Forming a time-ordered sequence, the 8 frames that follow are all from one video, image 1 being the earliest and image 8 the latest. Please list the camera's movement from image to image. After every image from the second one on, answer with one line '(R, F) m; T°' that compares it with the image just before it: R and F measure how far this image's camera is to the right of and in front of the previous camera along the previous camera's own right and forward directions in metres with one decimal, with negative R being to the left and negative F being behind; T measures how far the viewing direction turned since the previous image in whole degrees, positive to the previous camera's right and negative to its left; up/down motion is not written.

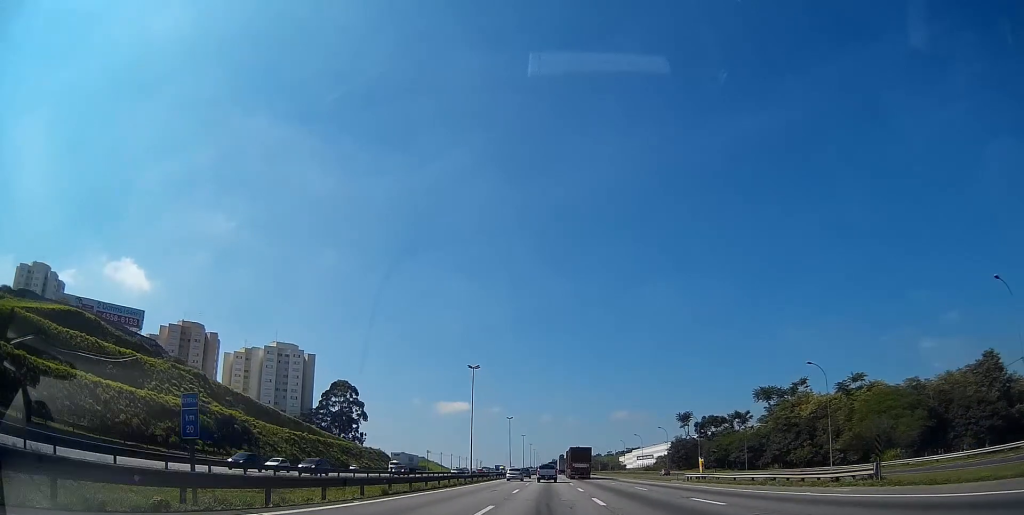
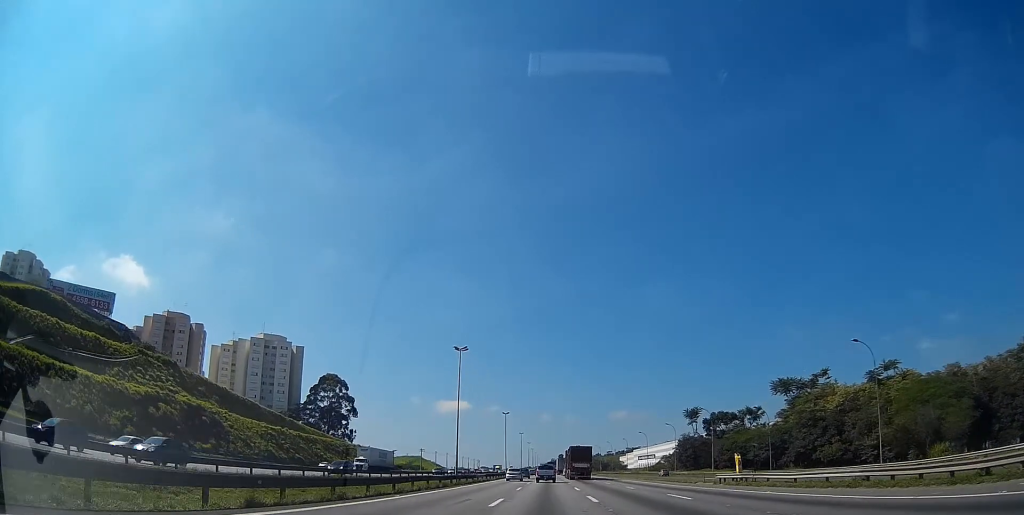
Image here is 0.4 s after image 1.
(+0.1, +11.1) m; 0°
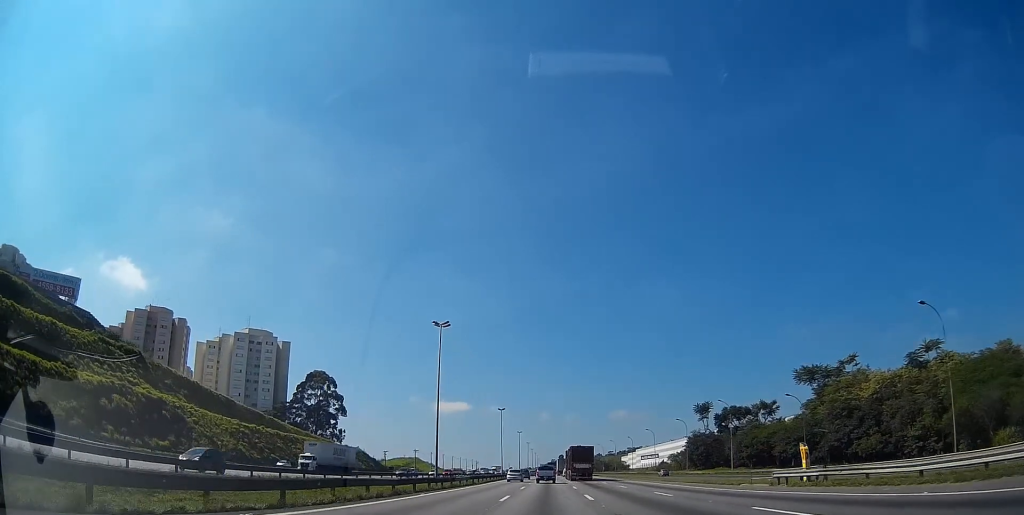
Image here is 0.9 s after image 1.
(0.0, +12.0) m; 0°
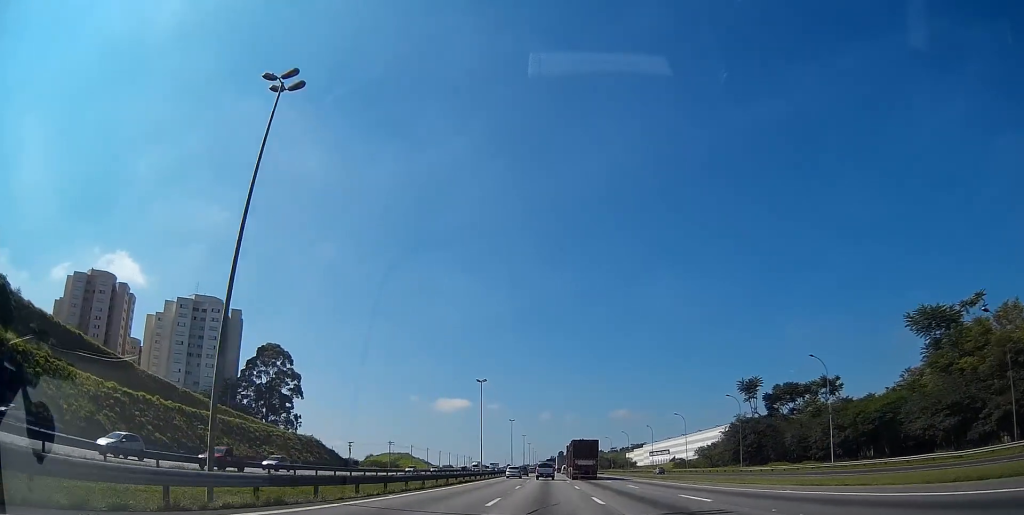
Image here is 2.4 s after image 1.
(+0.1, +37.7) m; 0°
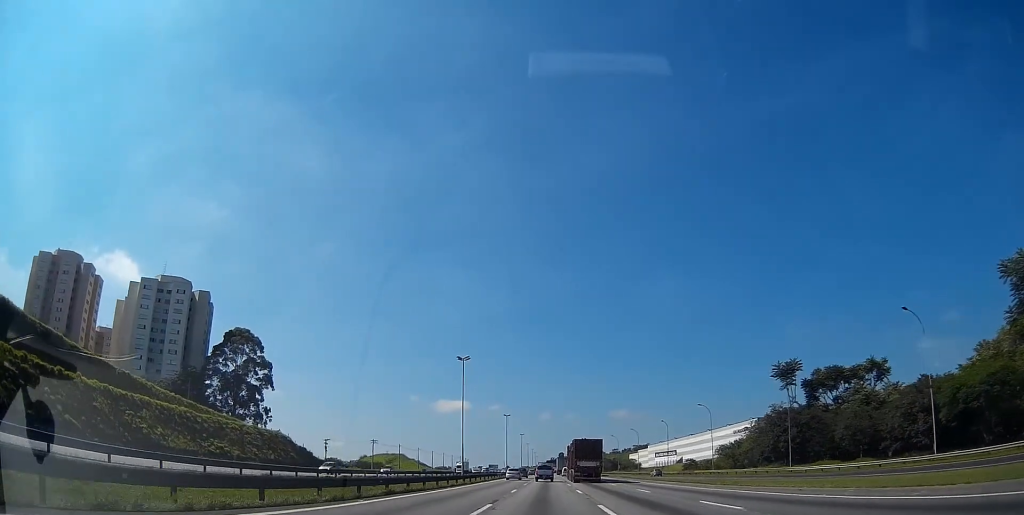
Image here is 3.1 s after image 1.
(-0.1, +19.7) m; 0°
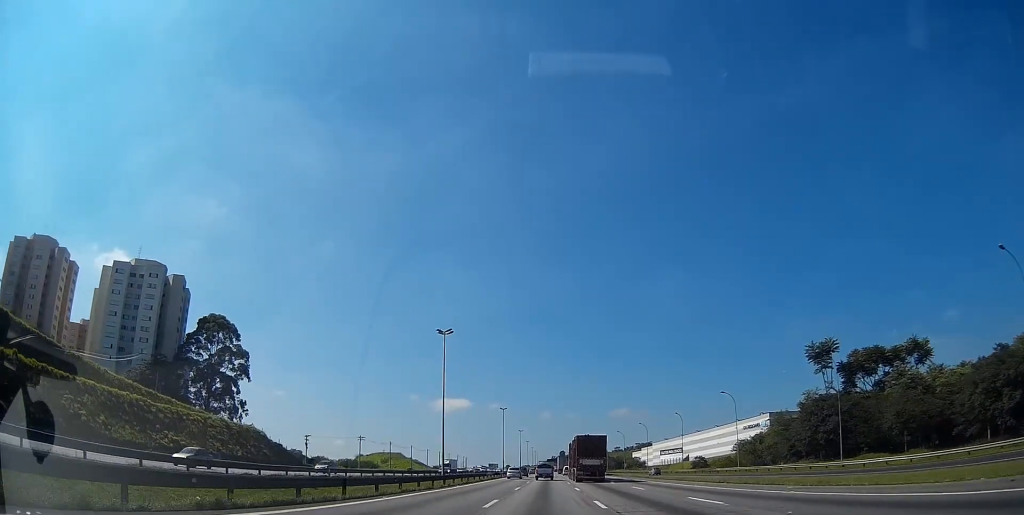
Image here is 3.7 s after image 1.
(-0.1, +13.7) m; 0°
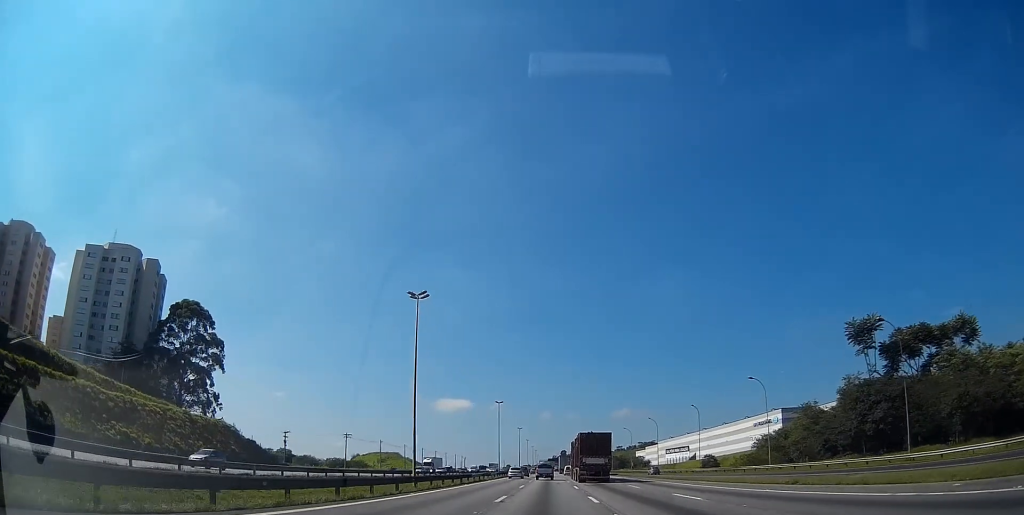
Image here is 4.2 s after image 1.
(0.0, +12.9) m; 0°
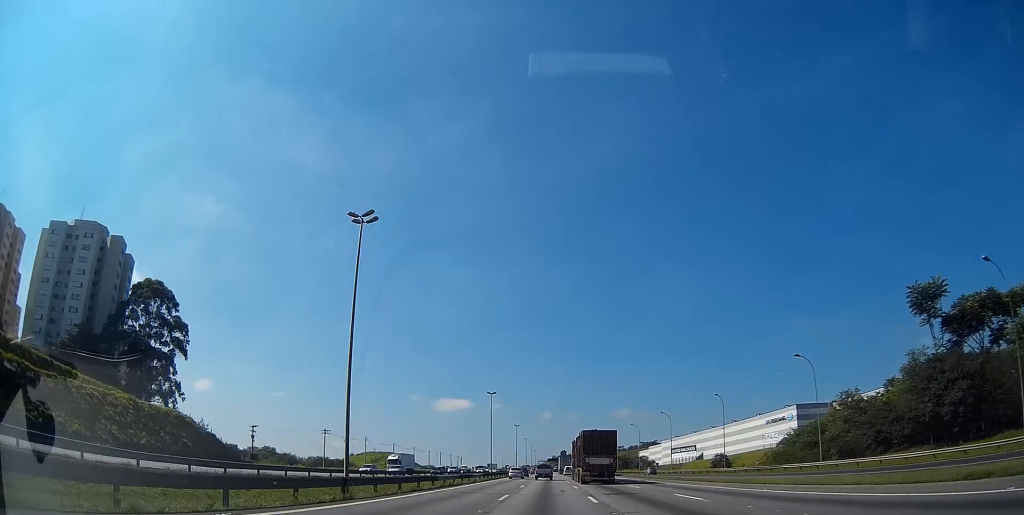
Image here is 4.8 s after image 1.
(+0.1, +15.5) m; 0°
